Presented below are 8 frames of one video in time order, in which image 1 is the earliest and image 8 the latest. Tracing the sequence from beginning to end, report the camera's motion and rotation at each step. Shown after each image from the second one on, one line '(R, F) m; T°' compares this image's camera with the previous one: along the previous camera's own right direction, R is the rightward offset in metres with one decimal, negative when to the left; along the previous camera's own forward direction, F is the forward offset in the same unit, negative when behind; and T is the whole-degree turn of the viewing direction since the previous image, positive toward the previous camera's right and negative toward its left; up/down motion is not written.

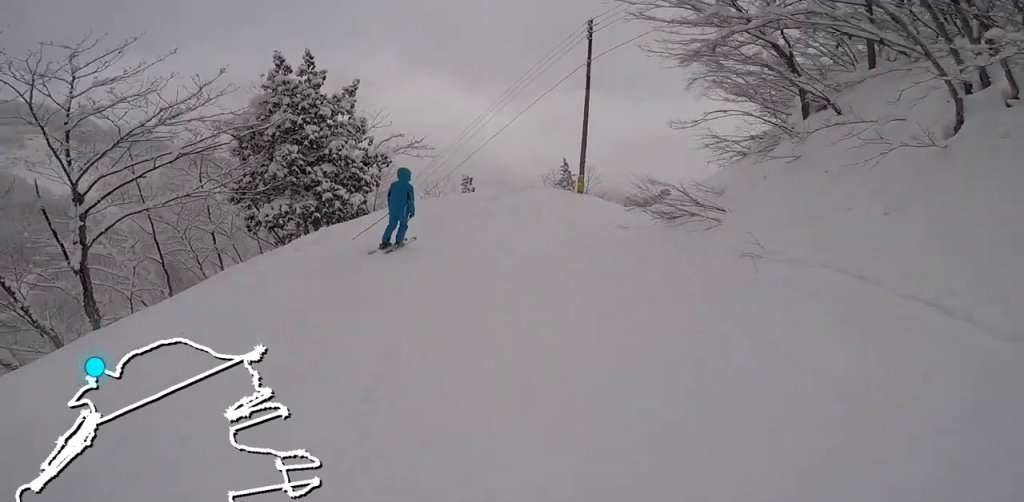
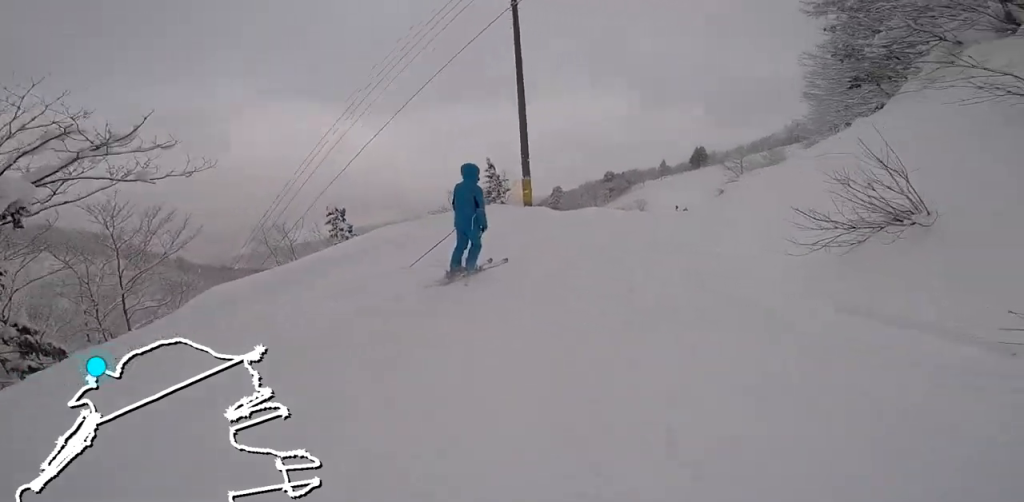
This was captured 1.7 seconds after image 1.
(+2.3, +8.3) m; +28°
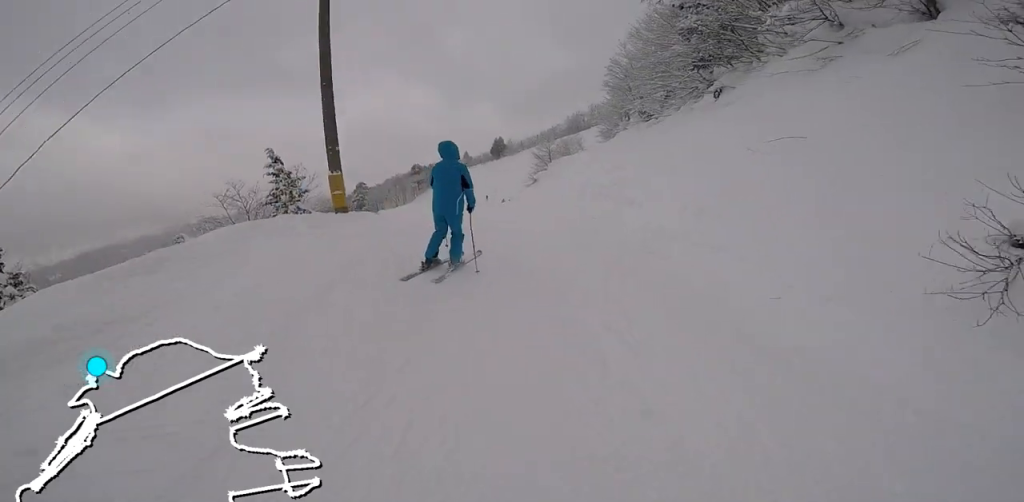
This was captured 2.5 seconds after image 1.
(+0.3, +3.9) m; +14°
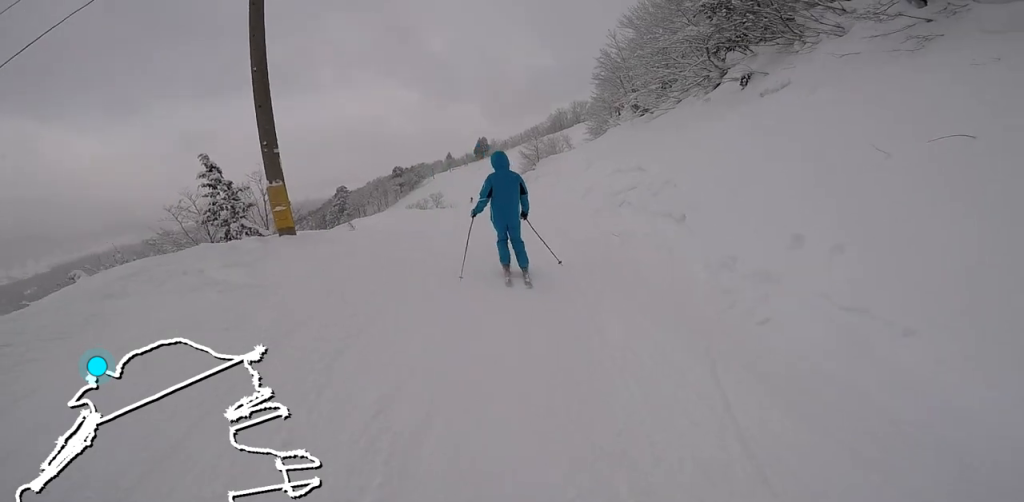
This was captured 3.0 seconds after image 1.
(+0.5, +2.8) m; +11°
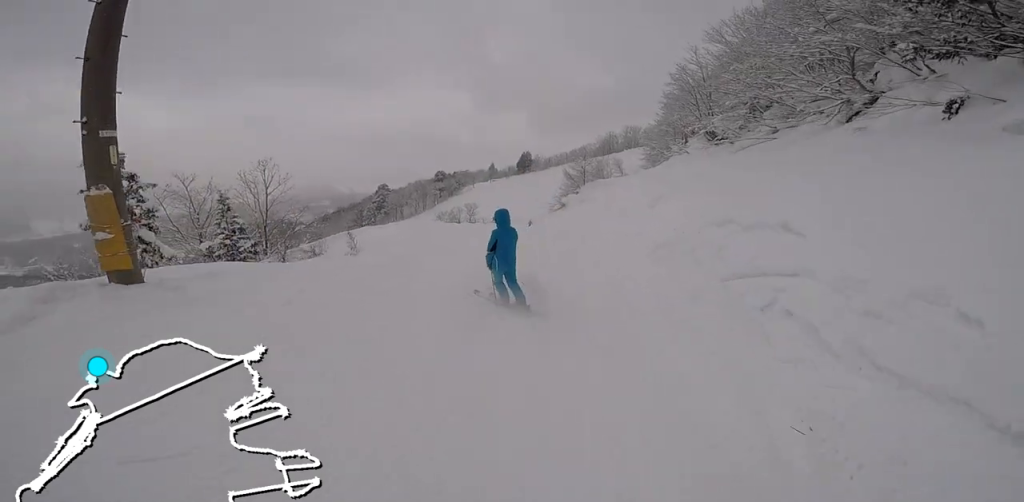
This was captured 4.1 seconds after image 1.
(+0.6, +5.1) m; -9°
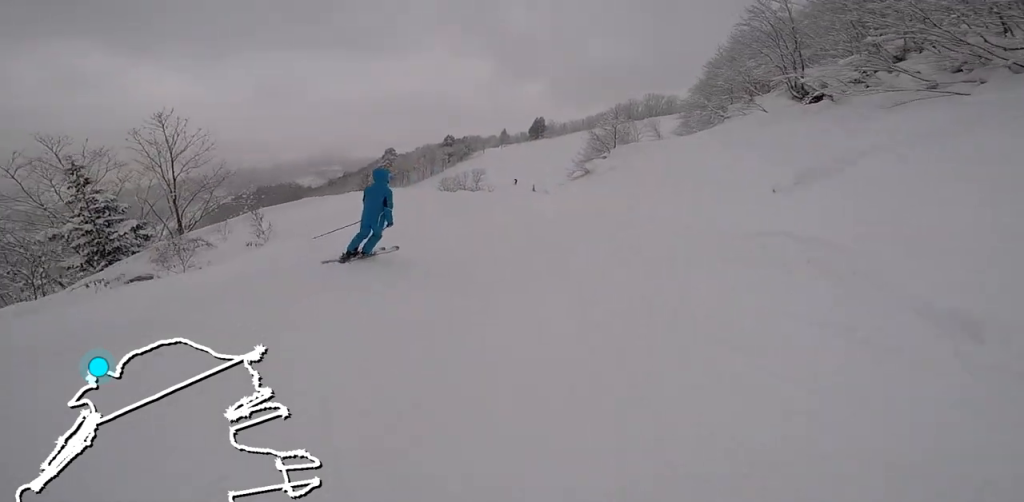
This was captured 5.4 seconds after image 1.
(-1.7, +7.2) m; -8°
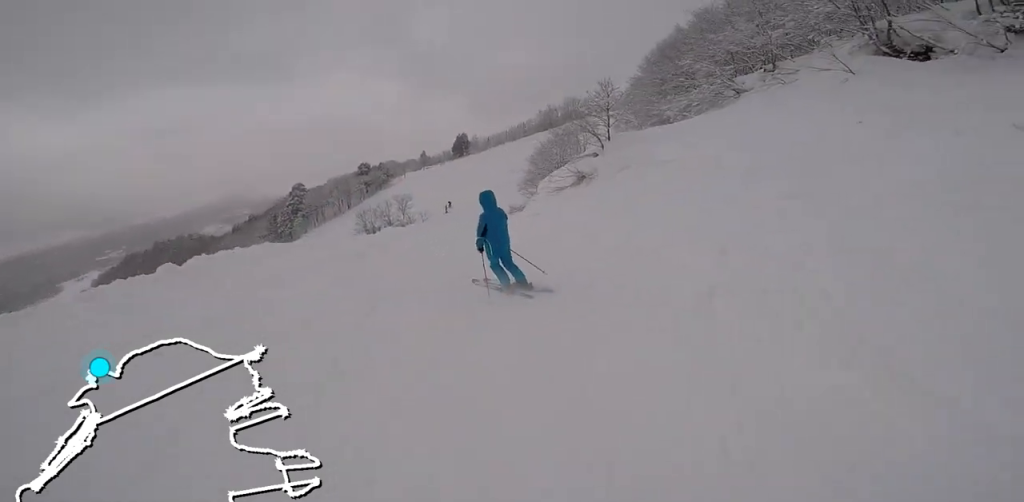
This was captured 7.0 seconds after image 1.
(+1.6, +9.4) m; +13°
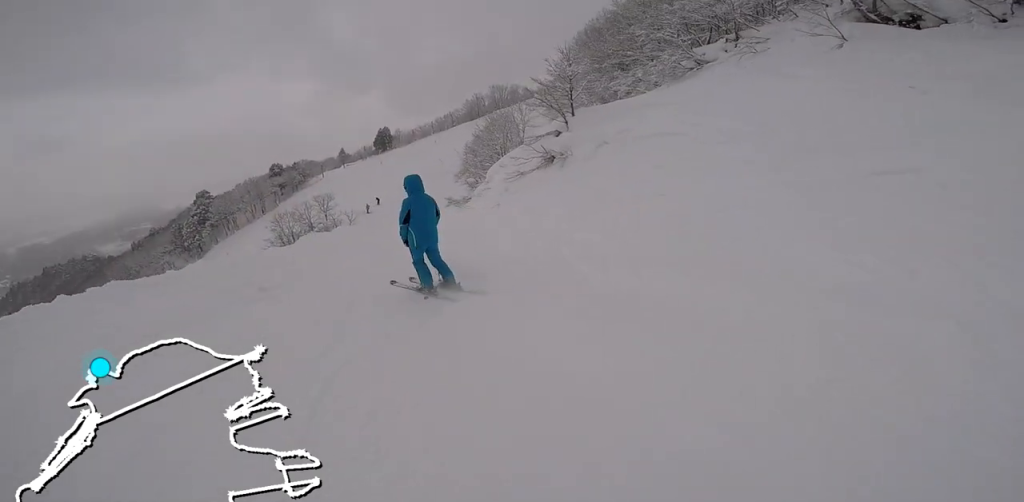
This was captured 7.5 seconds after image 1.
(+0.1, +3.2) m; +1°
